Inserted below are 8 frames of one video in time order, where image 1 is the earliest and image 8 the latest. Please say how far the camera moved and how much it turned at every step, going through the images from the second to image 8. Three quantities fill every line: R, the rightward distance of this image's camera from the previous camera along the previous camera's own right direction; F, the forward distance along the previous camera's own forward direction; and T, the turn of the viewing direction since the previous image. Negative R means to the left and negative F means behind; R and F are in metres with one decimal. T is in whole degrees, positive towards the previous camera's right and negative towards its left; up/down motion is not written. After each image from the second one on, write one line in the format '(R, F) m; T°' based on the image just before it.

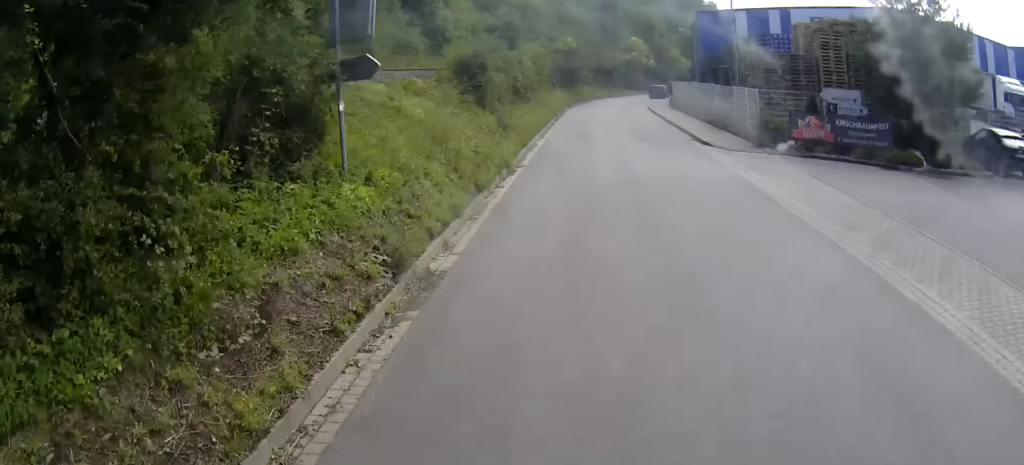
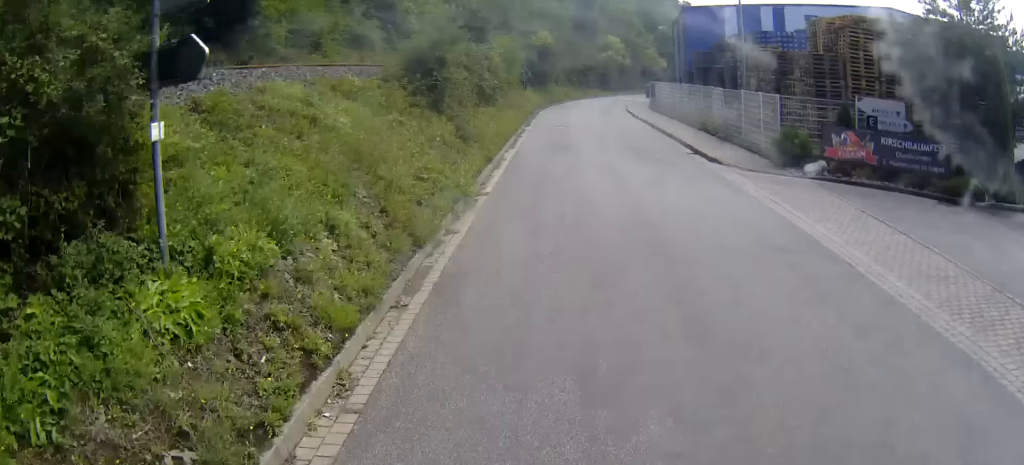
(-0.1, +5.2) m; +1°
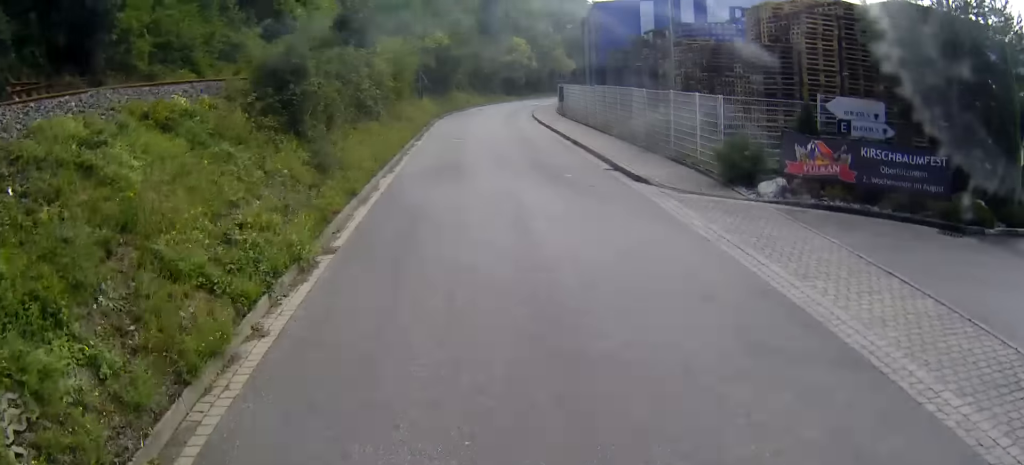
(+0.1, +4.3) m; +6°
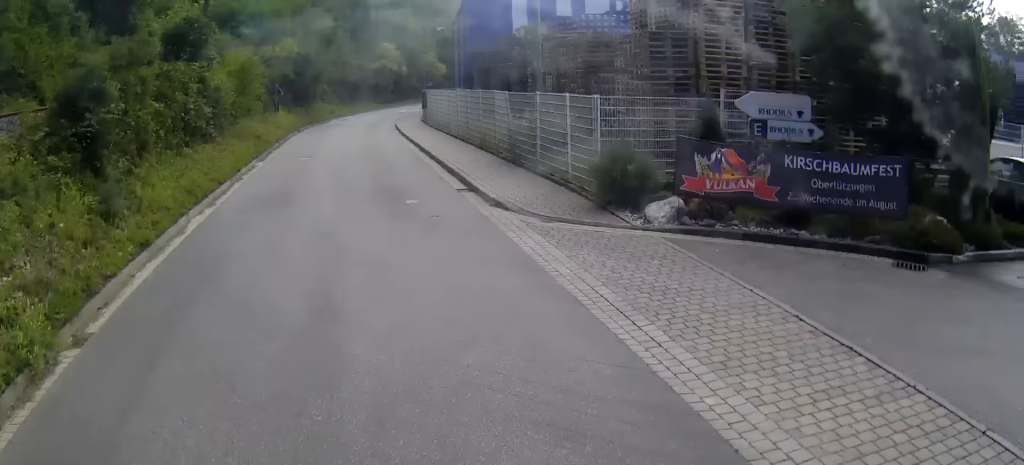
(+0.2, +3.4) m; +10°
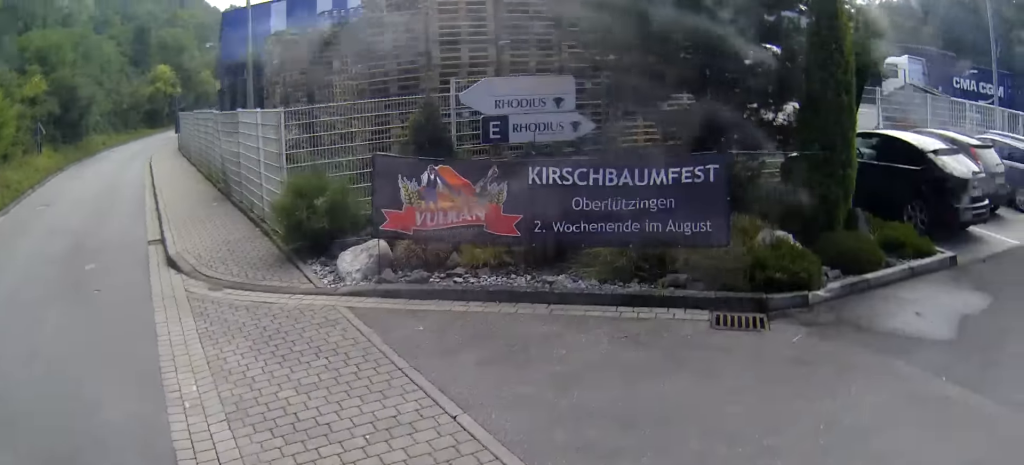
(+0.5, +3.4) m; +20°
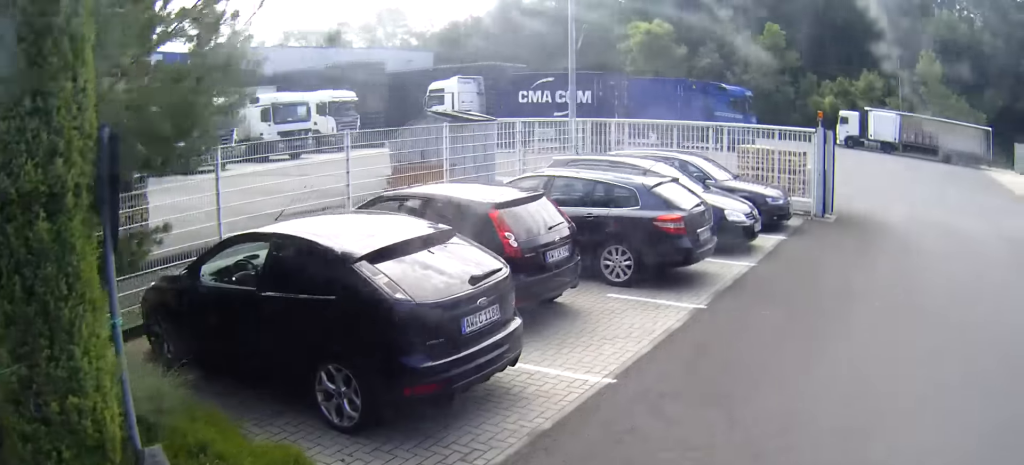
(+2.1, +4.8) m; +47°
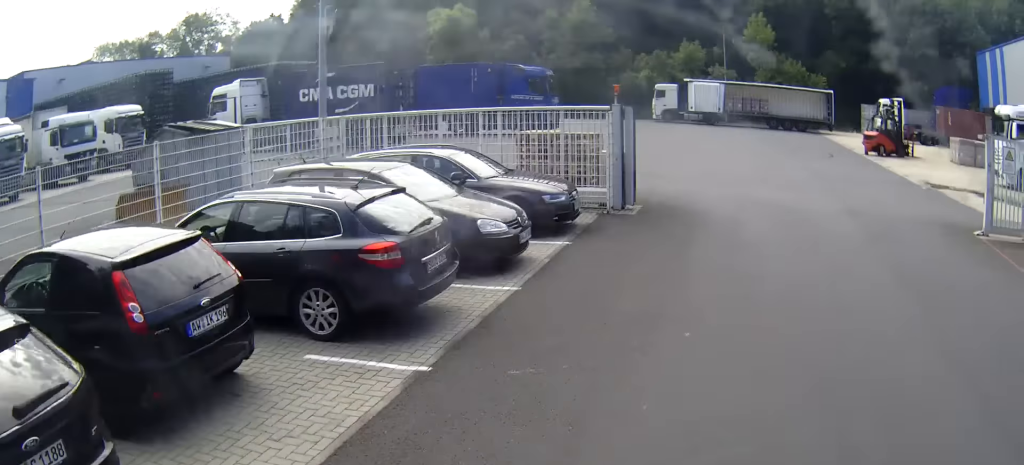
(+0.5, +2.6) m; +17°
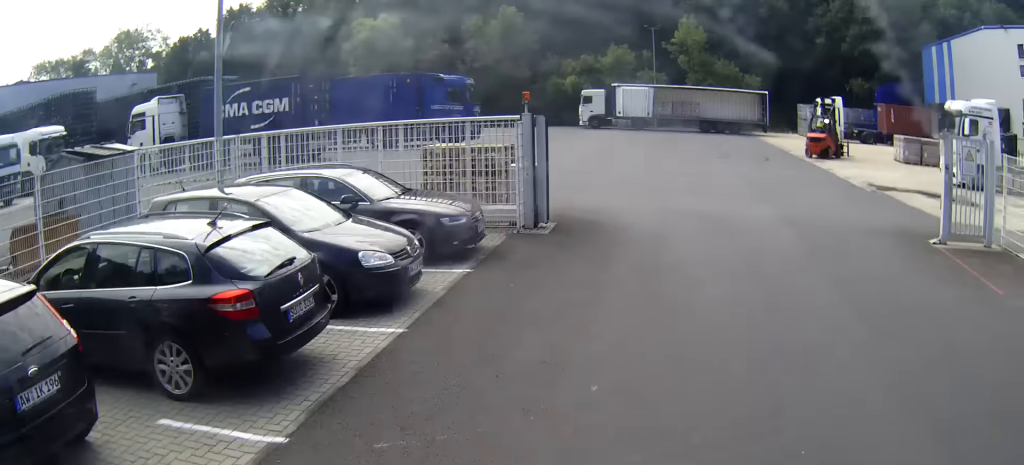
(+0.1, +1.3) m; +6°
